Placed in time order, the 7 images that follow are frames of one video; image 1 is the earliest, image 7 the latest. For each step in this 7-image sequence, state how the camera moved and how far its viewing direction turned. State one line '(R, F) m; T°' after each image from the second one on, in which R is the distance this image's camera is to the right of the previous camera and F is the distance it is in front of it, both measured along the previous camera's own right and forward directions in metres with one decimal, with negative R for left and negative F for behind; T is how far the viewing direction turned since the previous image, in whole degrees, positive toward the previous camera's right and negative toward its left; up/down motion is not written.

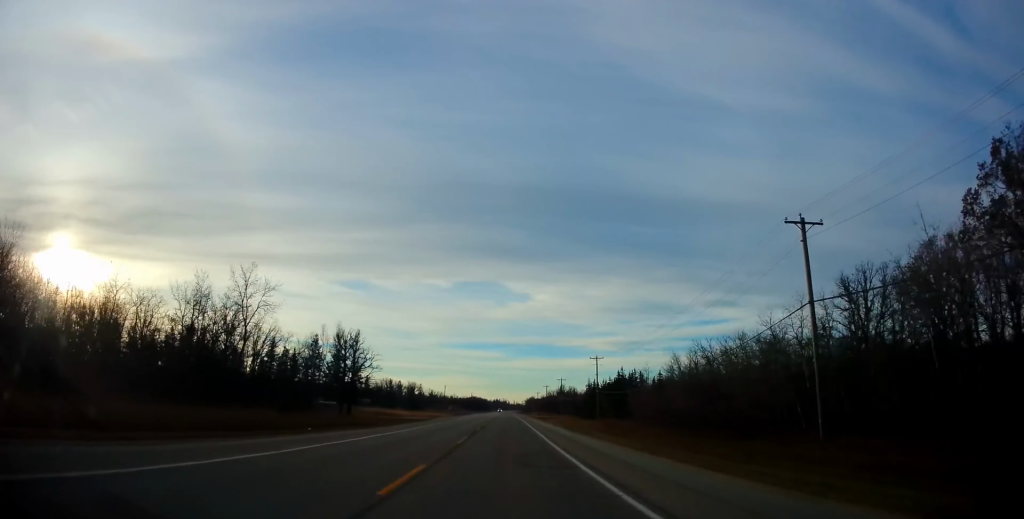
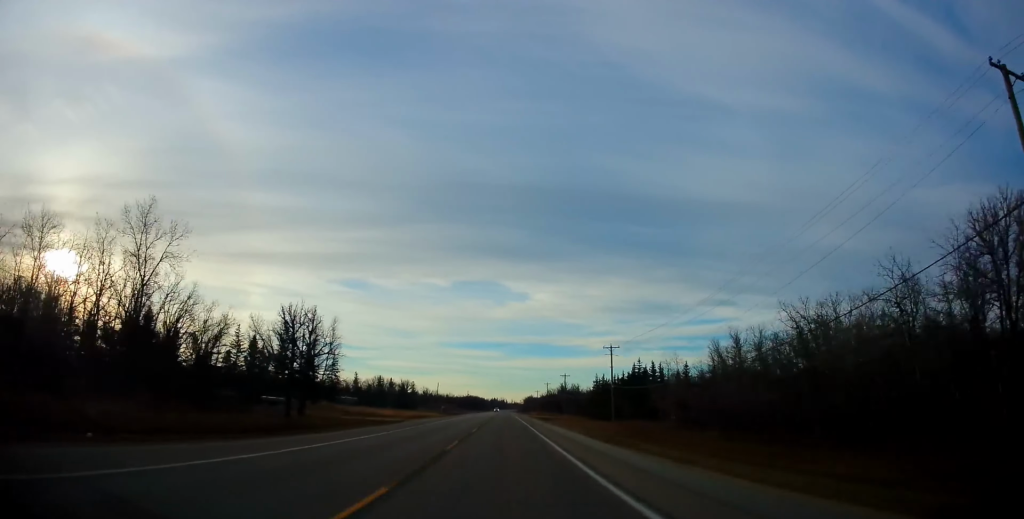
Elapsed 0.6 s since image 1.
(0.0, +15.5) m; 0°
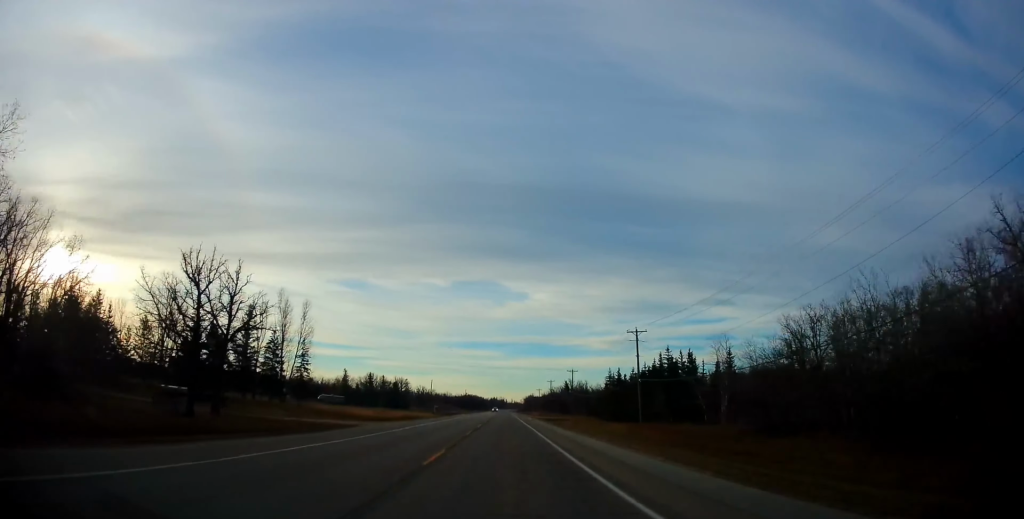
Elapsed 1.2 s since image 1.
(0.0, +16.6) m; 0°
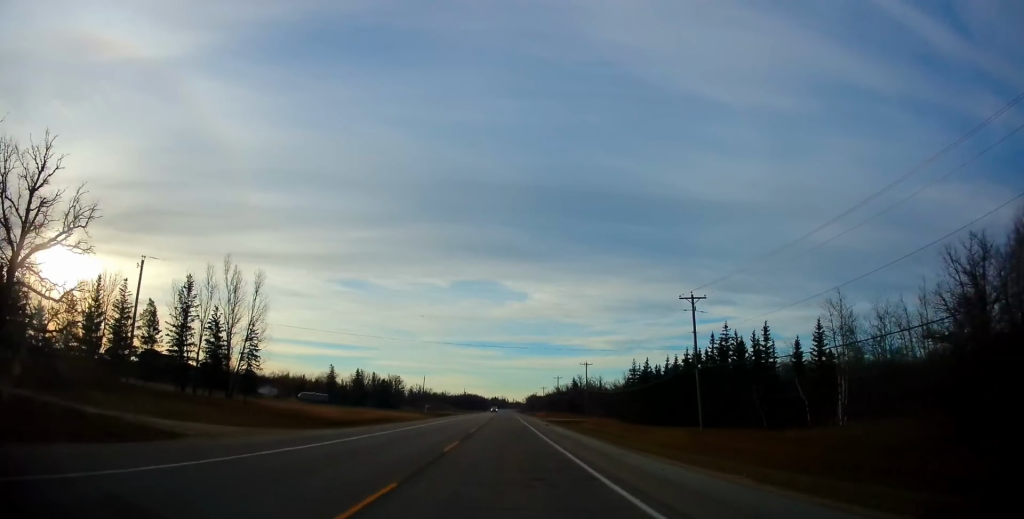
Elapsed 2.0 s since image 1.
(0.0, +20.1) m; 0°
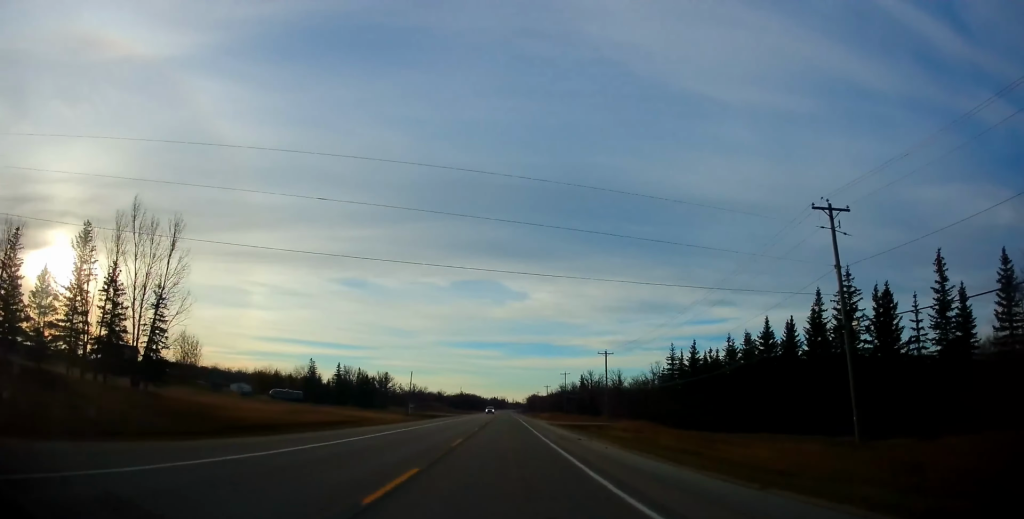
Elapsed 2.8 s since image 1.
(0.0, +21.8) m; 0°
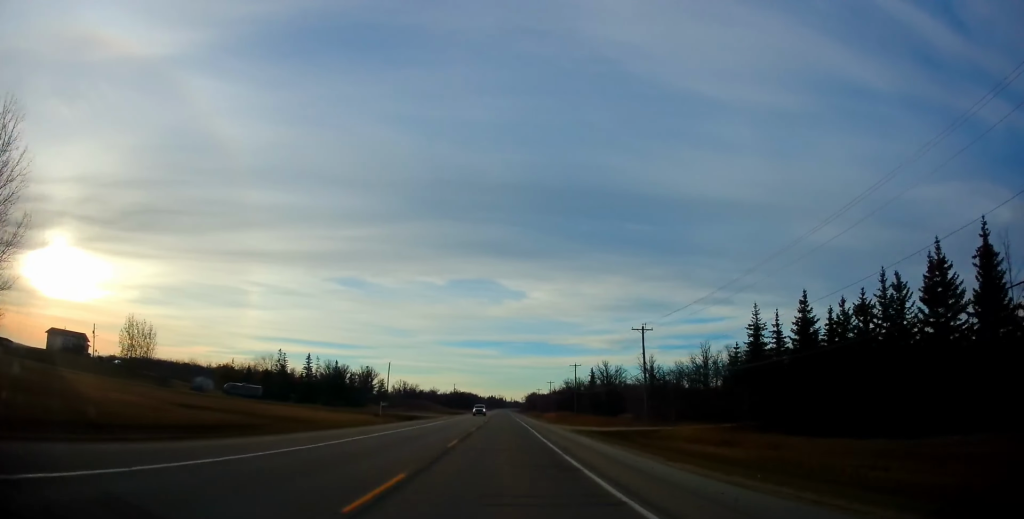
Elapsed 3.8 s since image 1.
(+0.2, +25.4) m; 0°
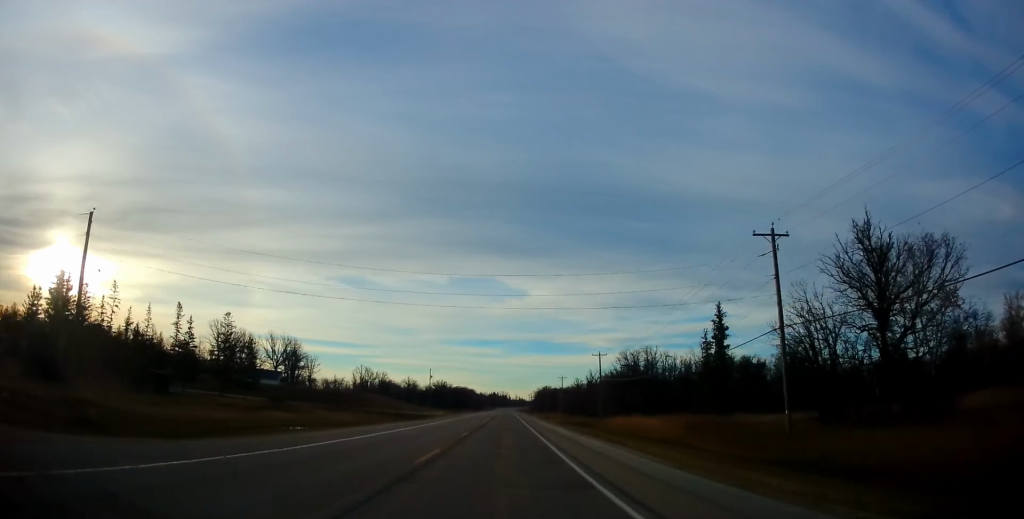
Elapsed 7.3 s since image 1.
(-0.9, +90.0) m; -1°
